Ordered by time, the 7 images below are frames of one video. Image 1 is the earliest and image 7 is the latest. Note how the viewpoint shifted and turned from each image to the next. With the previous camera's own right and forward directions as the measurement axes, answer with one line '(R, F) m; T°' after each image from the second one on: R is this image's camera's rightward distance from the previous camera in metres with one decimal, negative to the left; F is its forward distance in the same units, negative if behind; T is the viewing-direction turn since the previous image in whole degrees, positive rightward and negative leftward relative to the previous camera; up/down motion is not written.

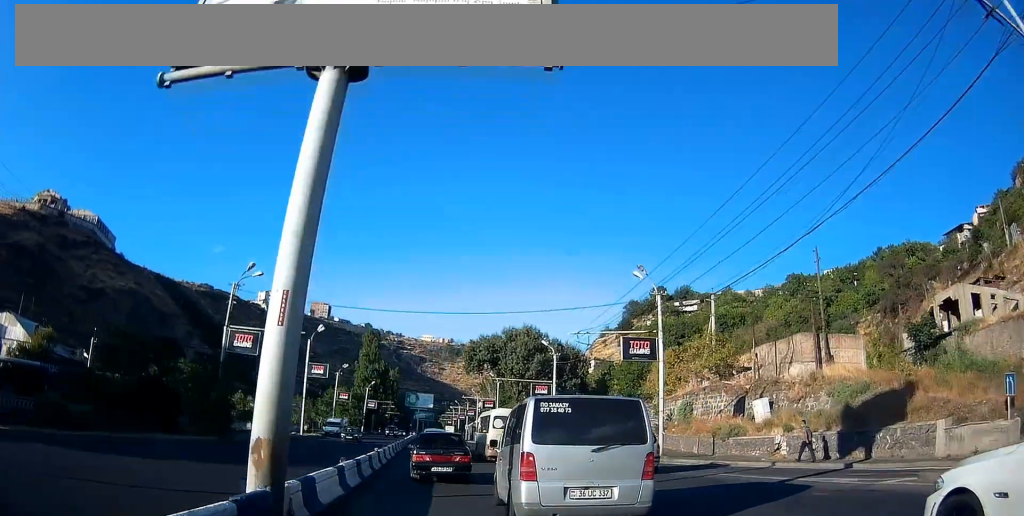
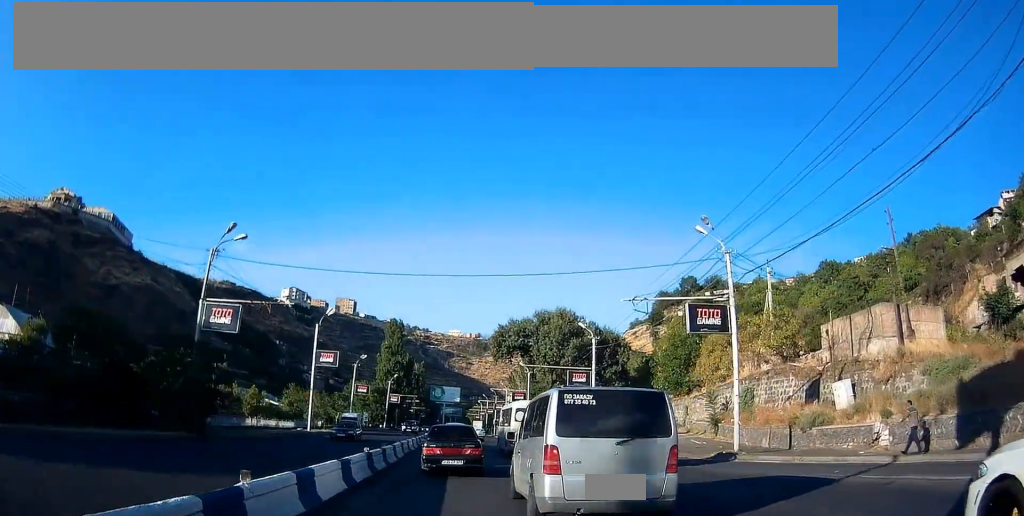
(-0.1, +6.4) m; -2°
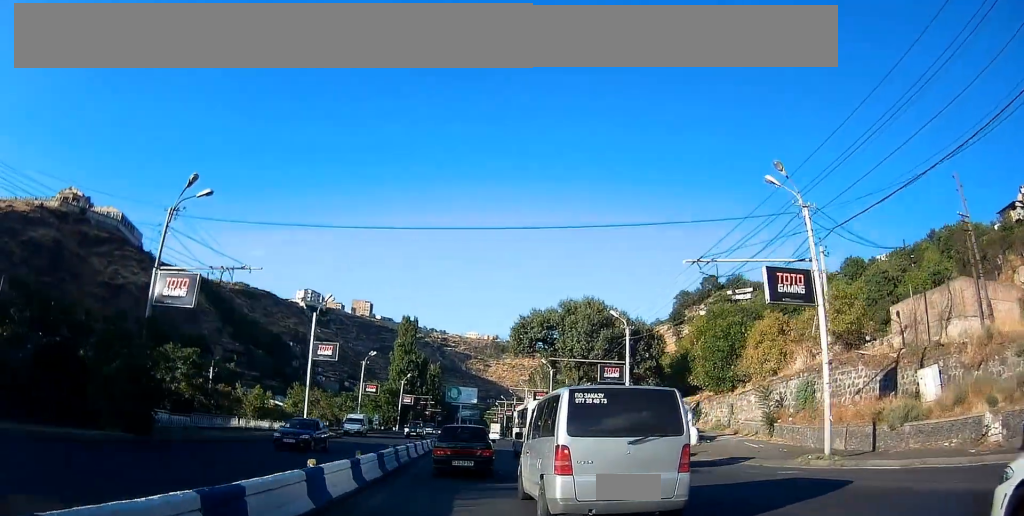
(-0.1, +6.0) m; -2°
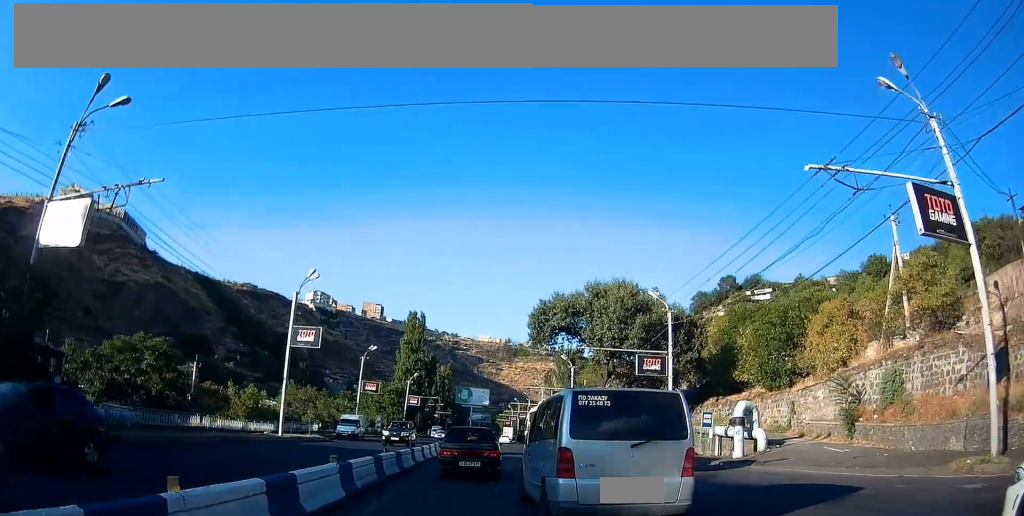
(0.0, +7.8) m; -2°
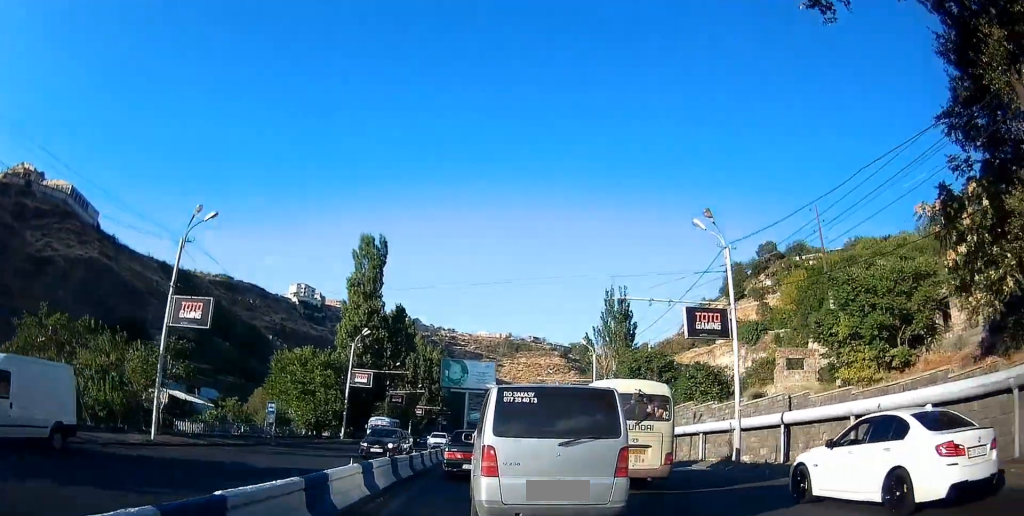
(-1.8, +43.7) m; 0°
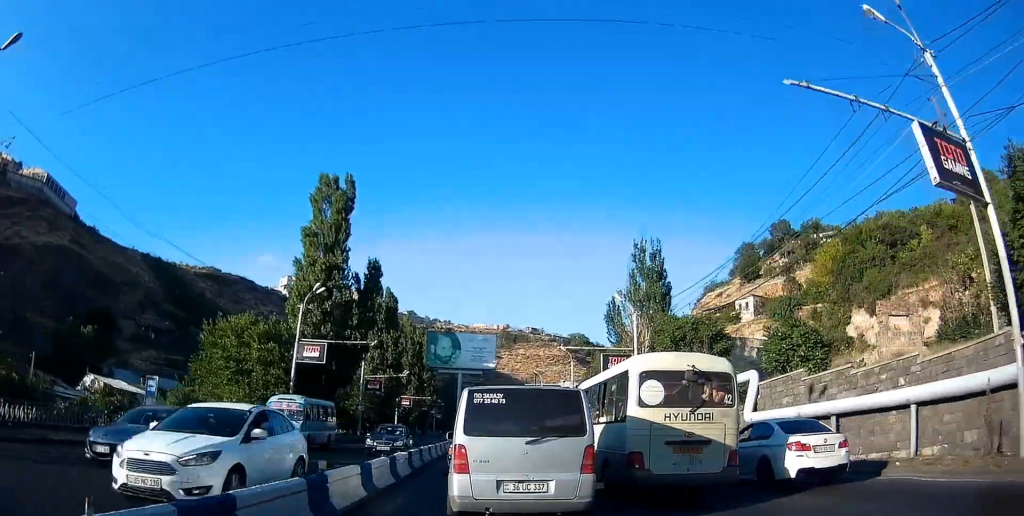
(+0.2, +15.7) m; 0°
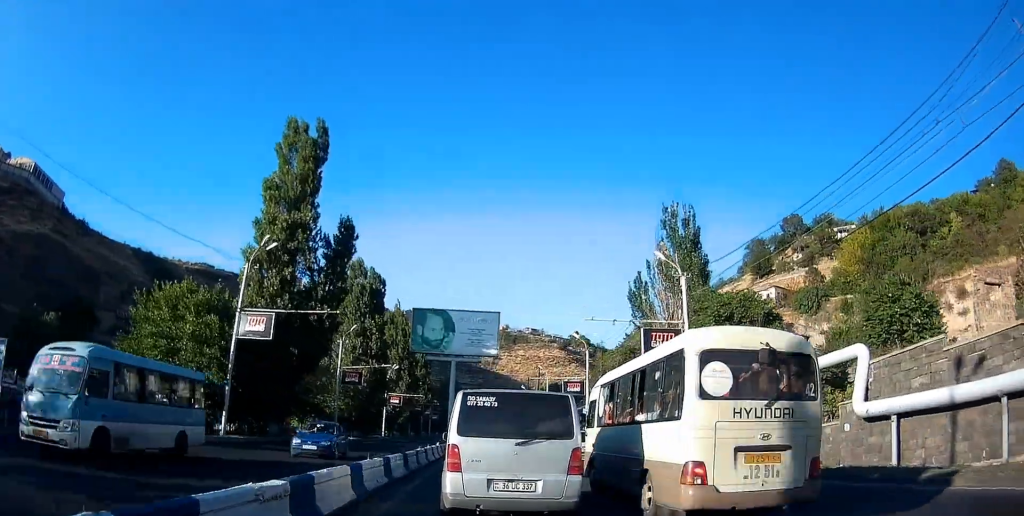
(-0.2, +10.1) m; 0°
